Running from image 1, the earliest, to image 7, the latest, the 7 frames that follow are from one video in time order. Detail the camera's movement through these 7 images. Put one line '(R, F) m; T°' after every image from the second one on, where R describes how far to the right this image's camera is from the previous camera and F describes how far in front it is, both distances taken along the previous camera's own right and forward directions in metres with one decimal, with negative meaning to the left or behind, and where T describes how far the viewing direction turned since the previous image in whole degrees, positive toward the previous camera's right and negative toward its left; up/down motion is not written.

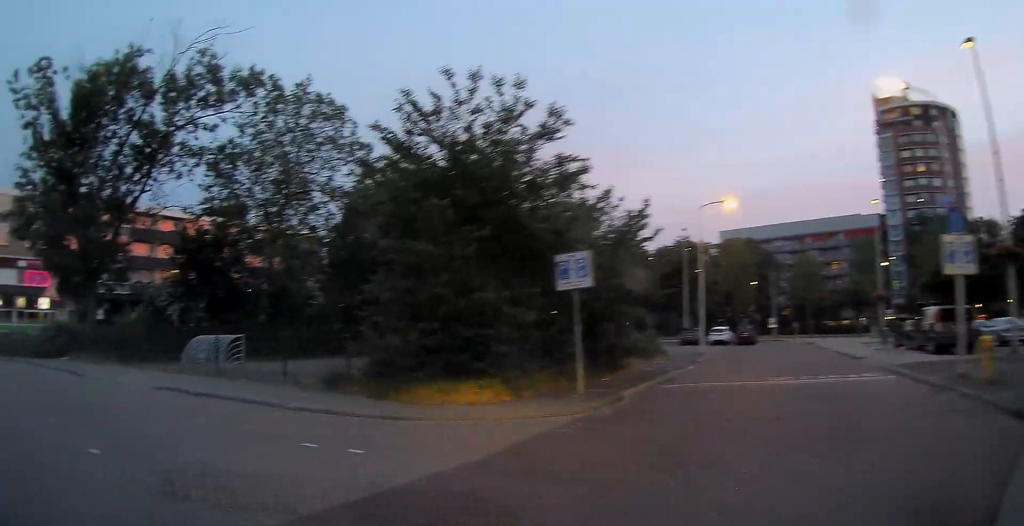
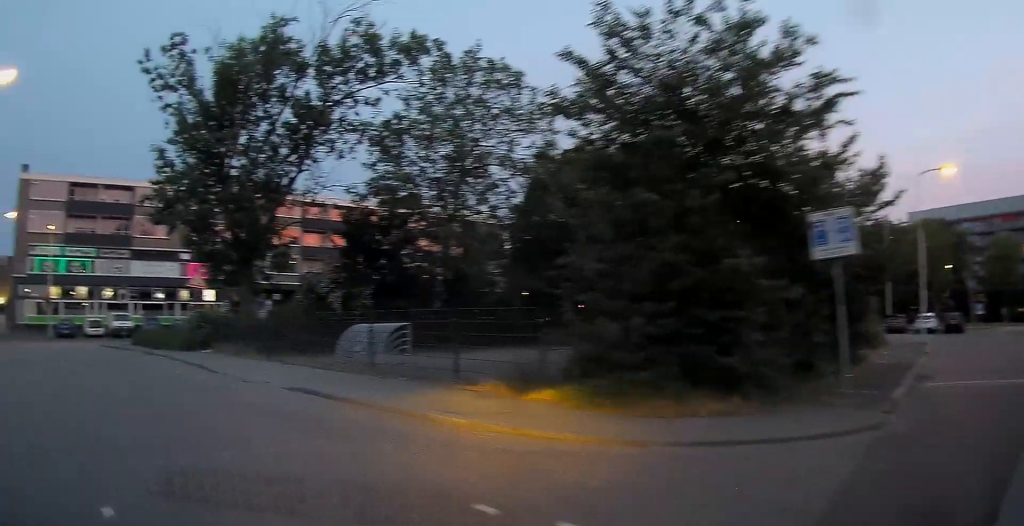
(-0.3, +2.9) m; -4°
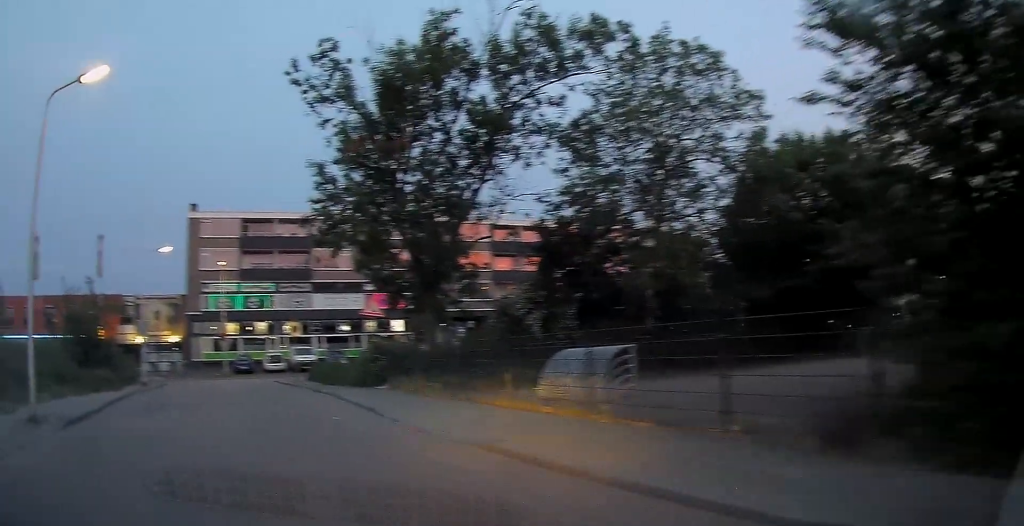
(-0.1, +3.0) m; -7°
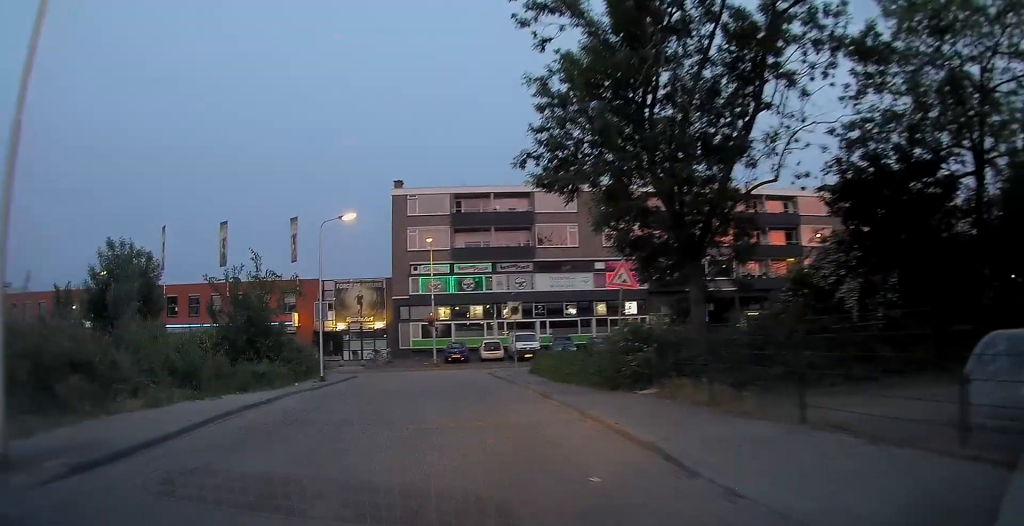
(-0.6, +5.3) m; -19°
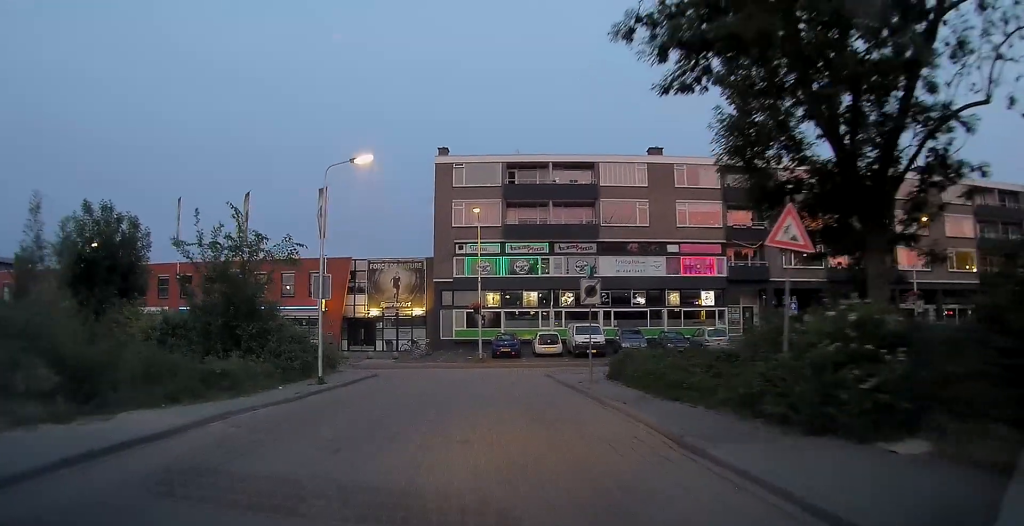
(-1.2, +5.8) m; -17°
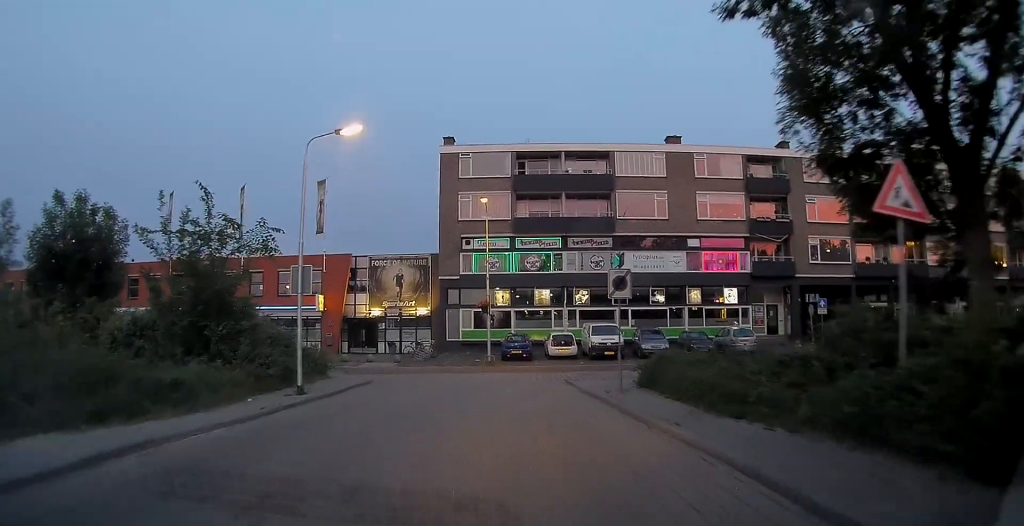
(0.0, +2.5) m; -4°
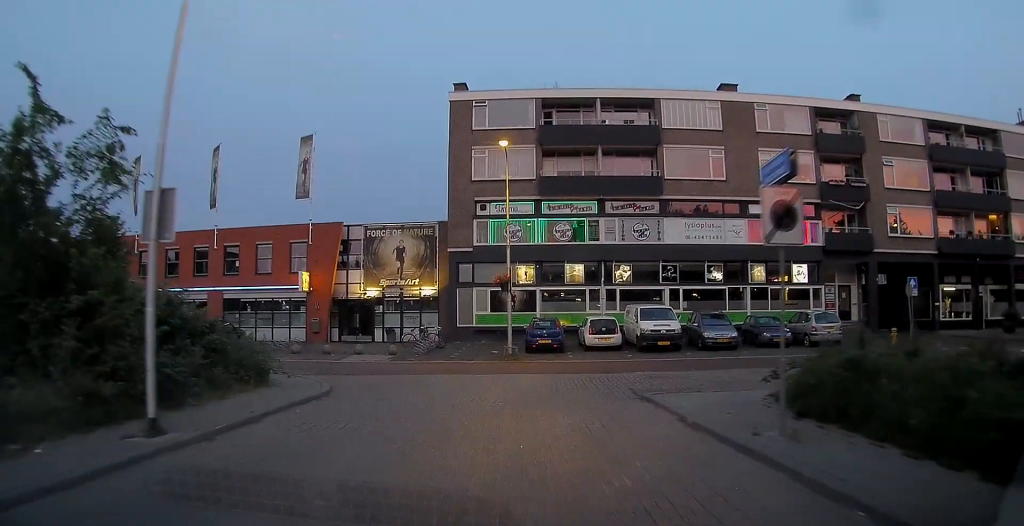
(-0.5, +7.2) m; -3°
